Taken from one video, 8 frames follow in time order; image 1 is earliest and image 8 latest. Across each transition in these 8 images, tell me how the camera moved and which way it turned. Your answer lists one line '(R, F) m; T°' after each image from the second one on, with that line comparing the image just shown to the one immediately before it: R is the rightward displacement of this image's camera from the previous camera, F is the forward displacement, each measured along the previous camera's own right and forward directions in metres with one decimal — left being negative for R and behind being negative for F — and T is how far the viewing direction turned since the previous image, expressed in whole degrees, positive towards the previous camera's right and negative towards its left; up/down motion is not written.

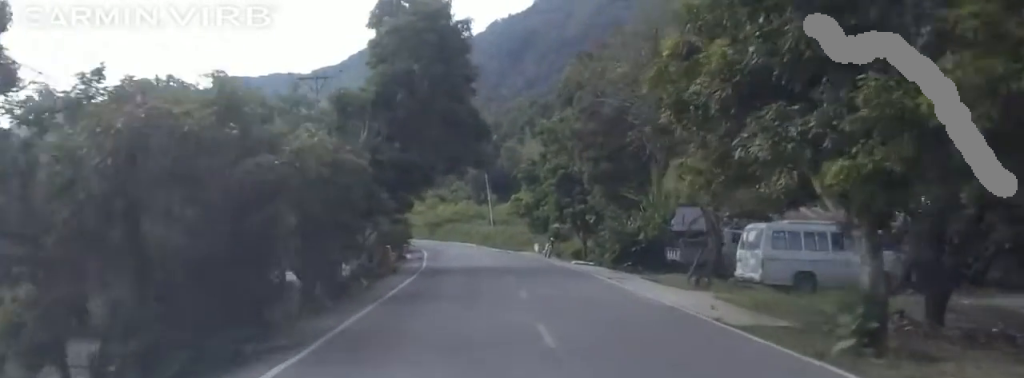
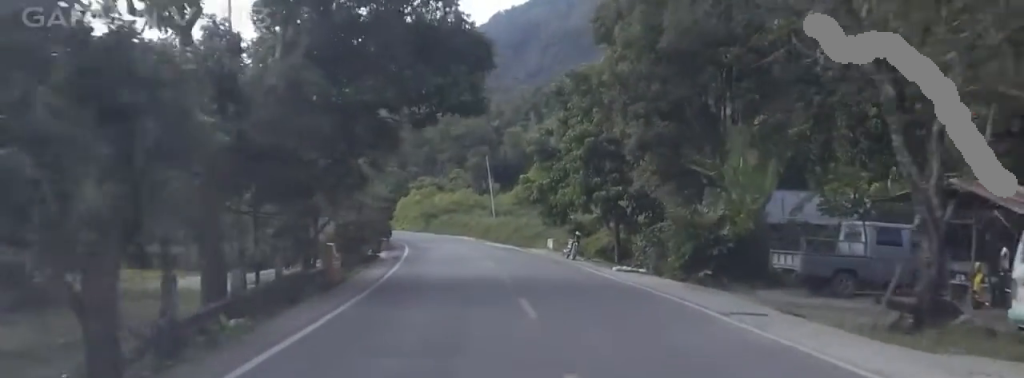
(+1.0, +14.2) m; -1°
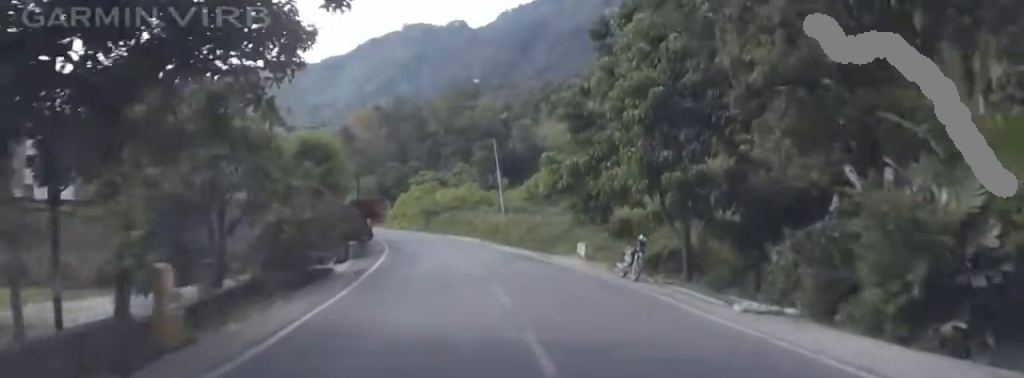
(-1.3, +13.9) m; -5°
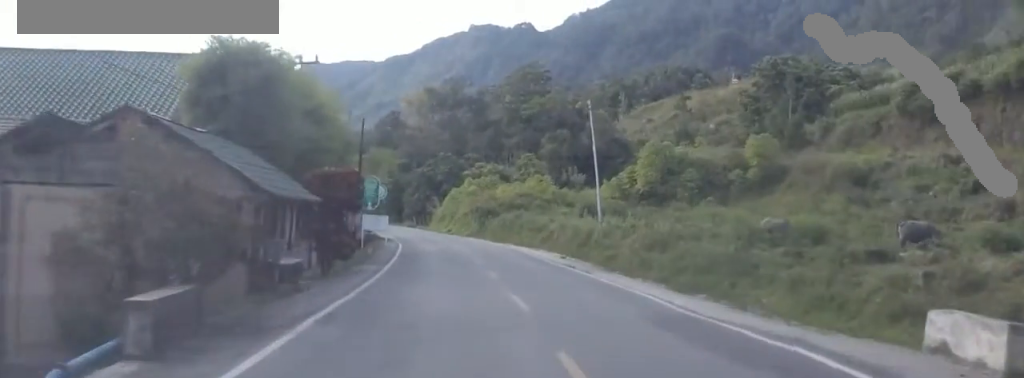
(0.0, +26.7) m; 0°
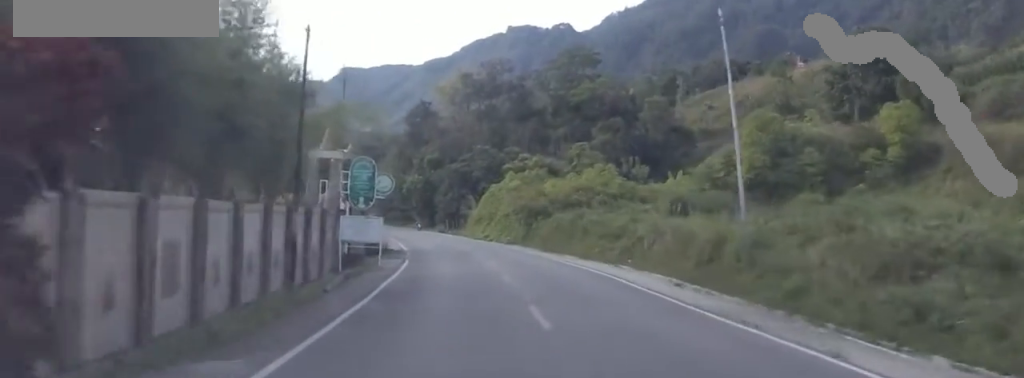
(0.0, +18.4) m; -1°
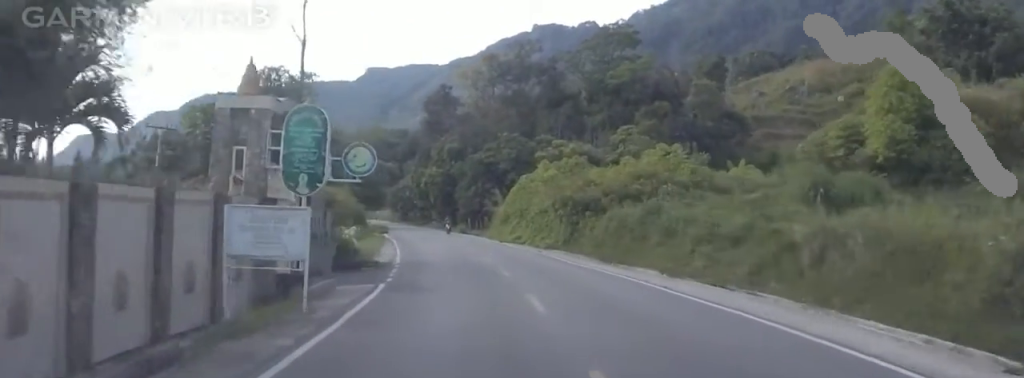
(-0.3, +15.1) m; -6°
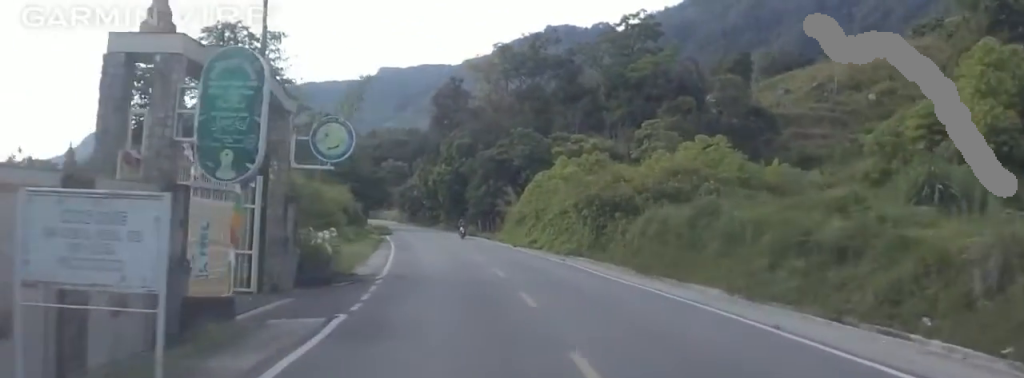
(-0.5, +6.7) m; -2°
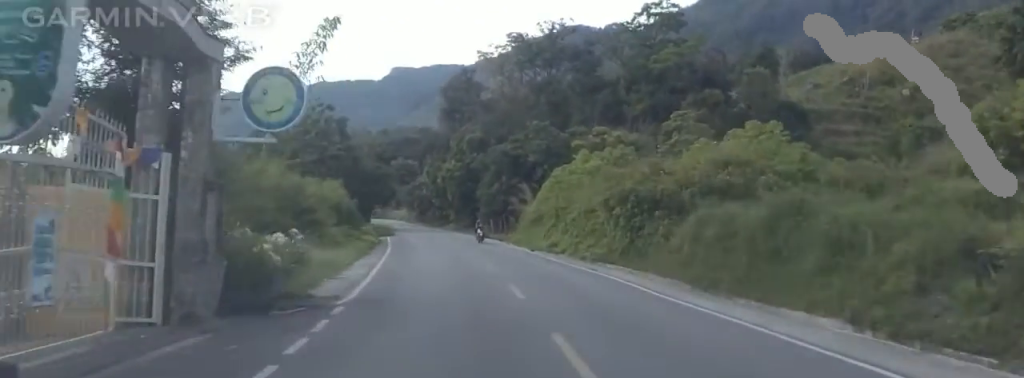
(-0.2, +6.8) m; -1°
